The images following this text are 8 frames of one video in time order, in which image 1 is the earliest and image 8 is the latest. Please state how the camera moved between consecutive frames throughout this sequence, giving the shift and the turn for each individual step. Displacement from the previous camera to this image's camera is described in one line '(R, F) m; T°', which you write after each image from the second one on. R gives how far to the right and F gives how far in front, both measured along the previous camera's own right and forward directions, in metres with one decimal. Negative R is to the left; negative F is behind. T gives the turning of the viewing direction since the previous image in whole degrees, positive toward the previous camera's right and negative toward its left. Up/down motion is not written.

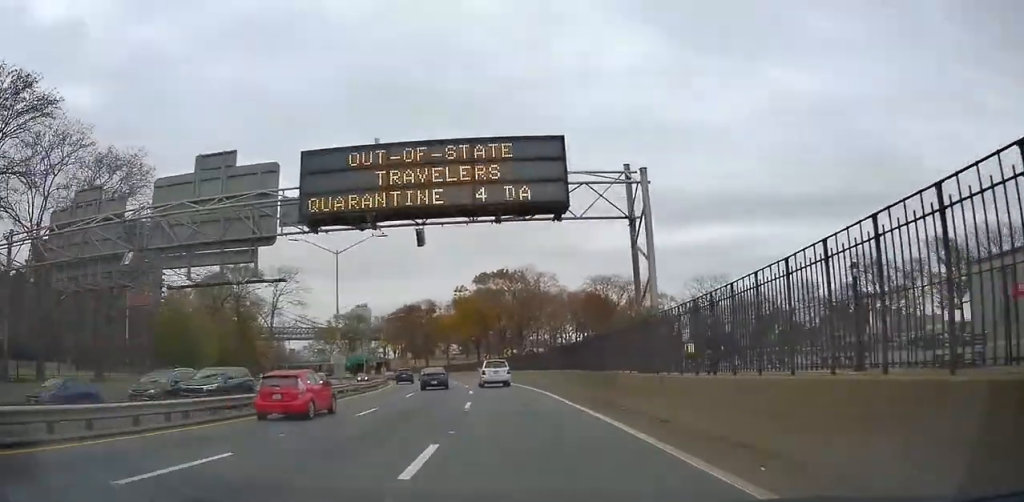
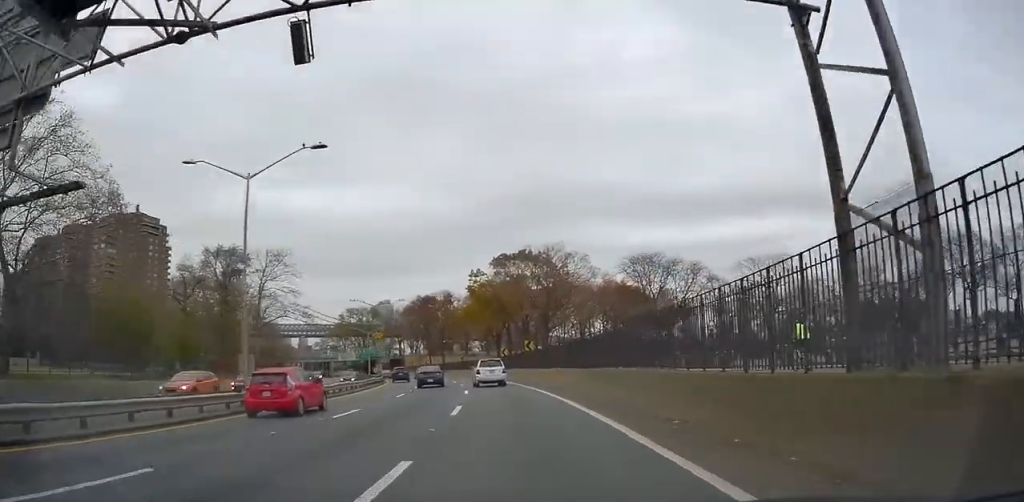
(0.0, +14.2) m; 0°
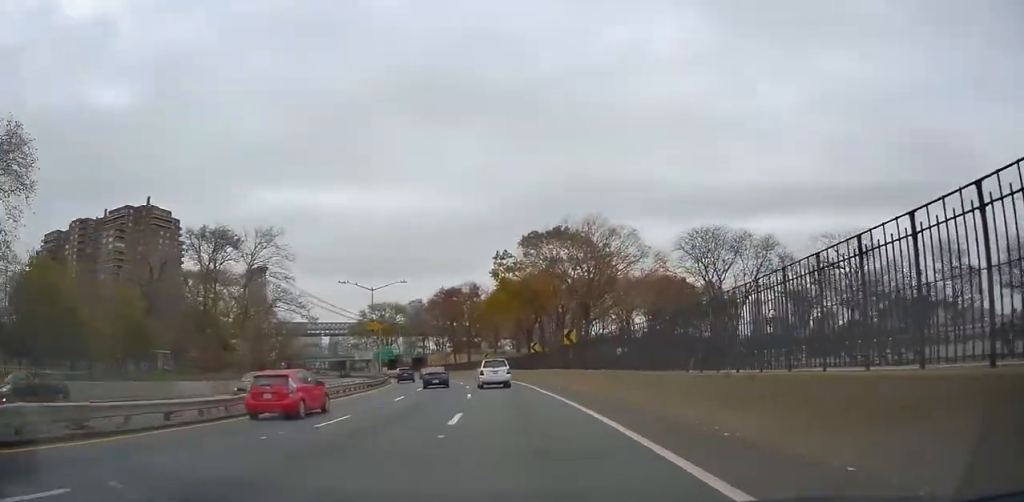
(+0.1, +14.0) m; -1°
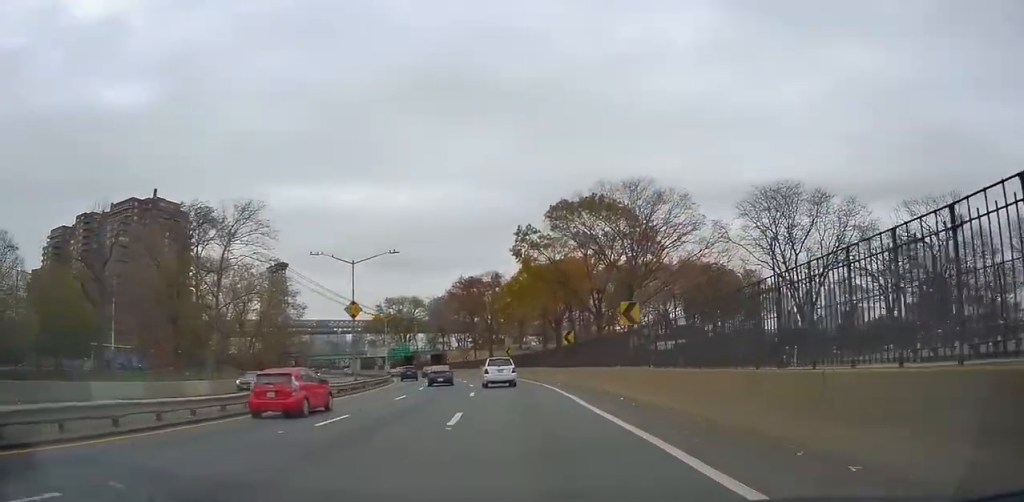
(-0.2, +12.2) m; -3°
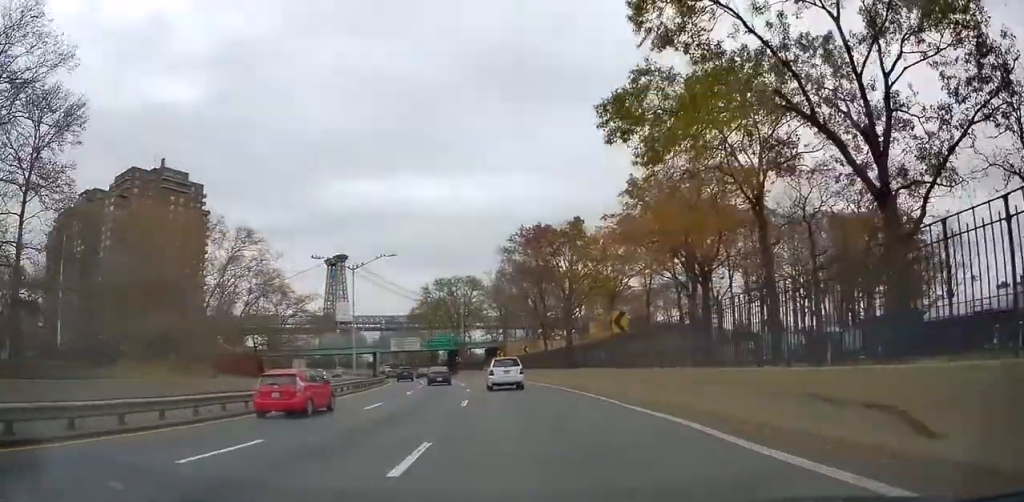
(-3.6, +41.9) m; -8°
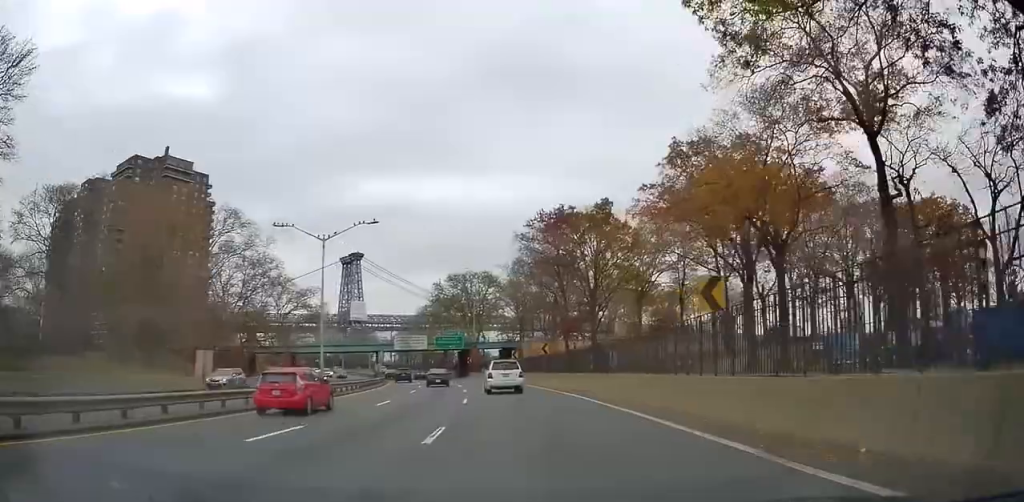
(+0.5, +9.5) m; -1°
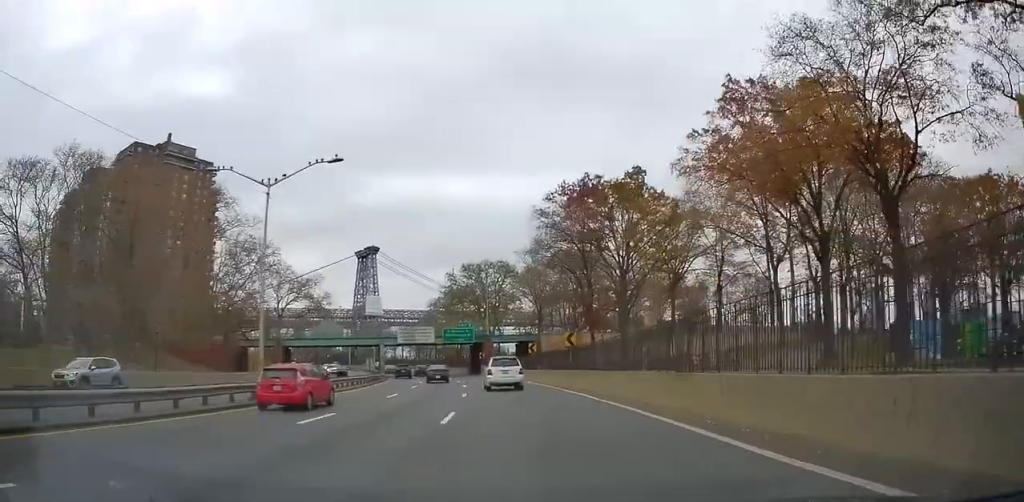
(-0.7, +9.2) m; -2°
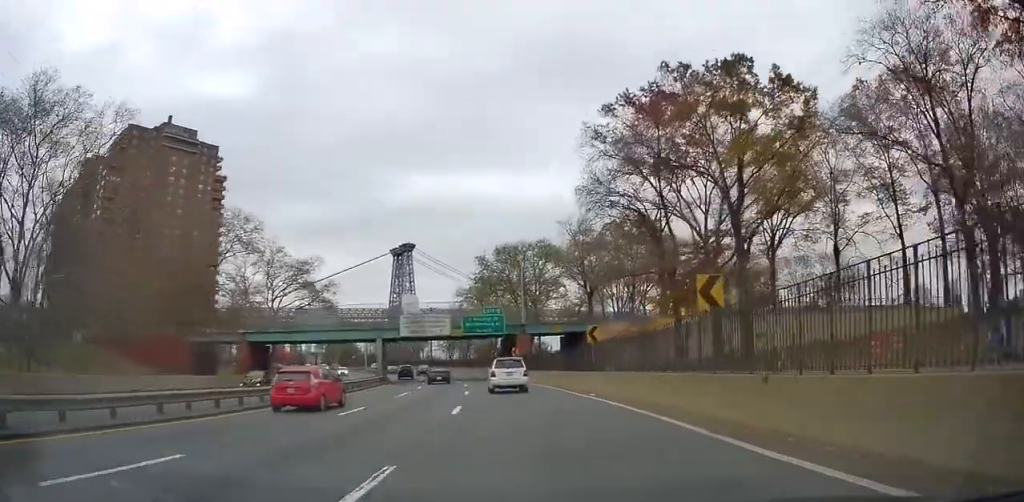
(-0.8, +20.7) m; -3°
